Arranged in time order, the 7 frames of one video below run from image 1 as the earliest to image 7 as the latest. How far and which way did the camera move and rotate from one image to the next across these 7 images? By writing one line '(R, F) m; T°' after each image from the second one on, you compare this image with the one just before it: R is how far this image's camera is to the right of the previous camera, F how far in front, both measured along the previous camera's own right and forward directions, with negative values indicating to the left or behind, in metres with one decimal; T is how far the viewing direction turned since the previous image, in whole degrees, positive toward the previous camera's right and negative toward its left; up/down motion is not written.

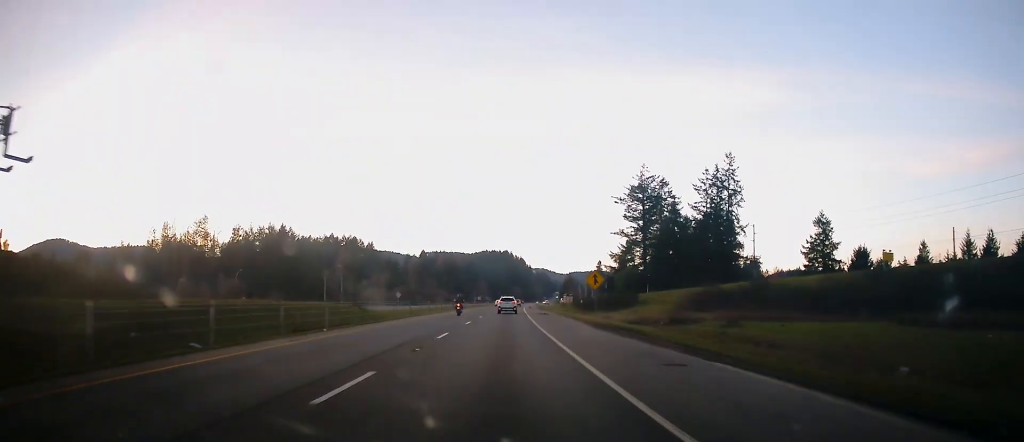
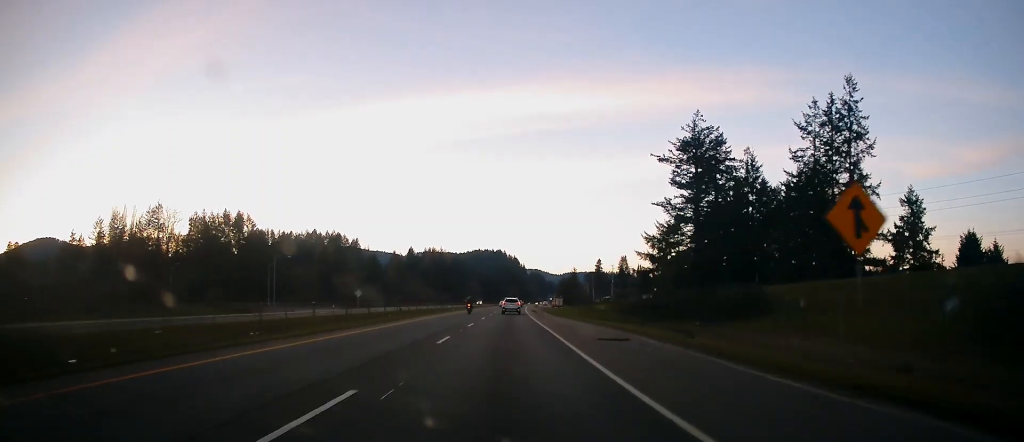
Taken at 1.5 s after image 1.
(+0.1, +38.4) m; 0°
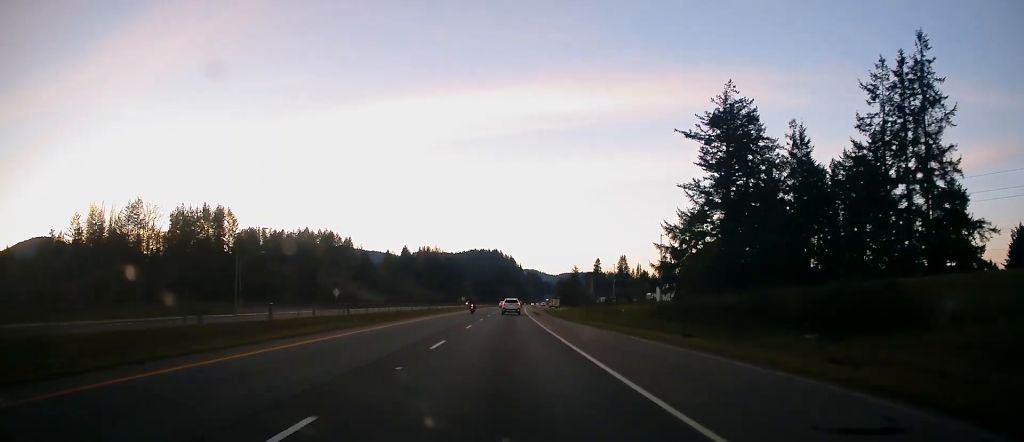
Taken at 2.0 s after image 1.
(0.0, +14.1) m; 0°
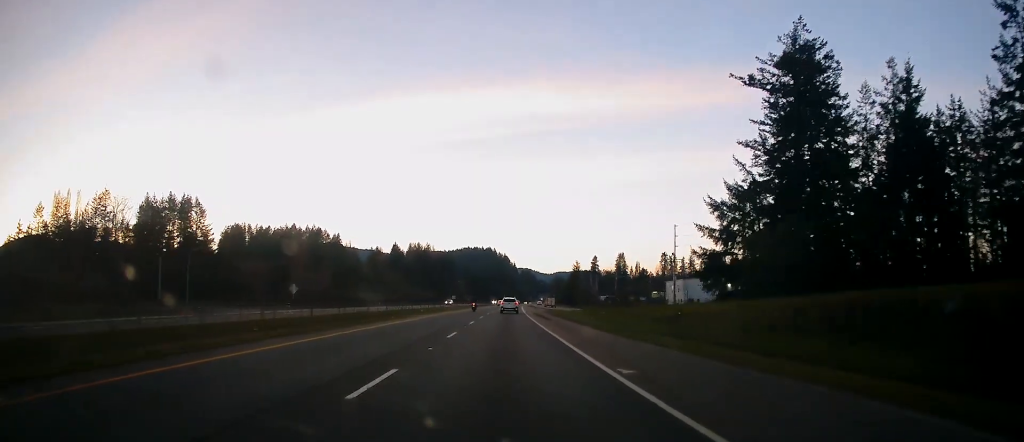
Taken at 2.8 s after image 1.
(-0.1, +20.4) m; +1°
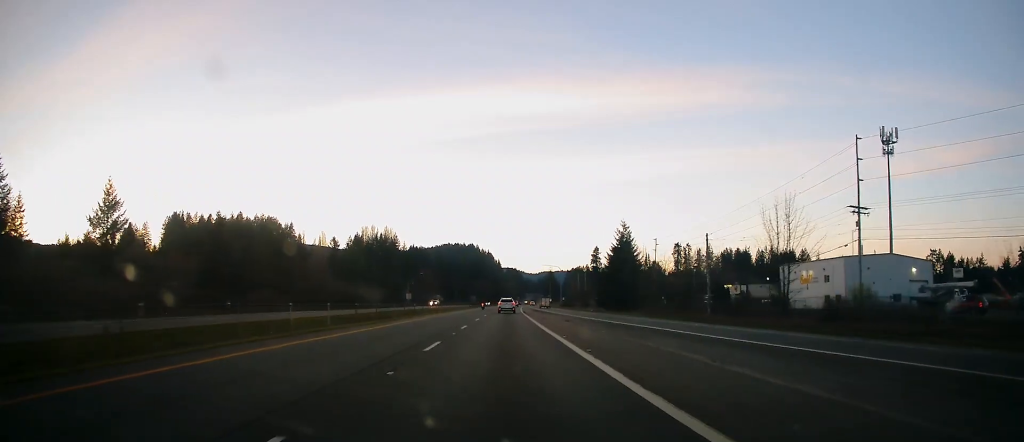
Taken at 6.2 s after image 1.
(+2.9, +91.4) m; +3°
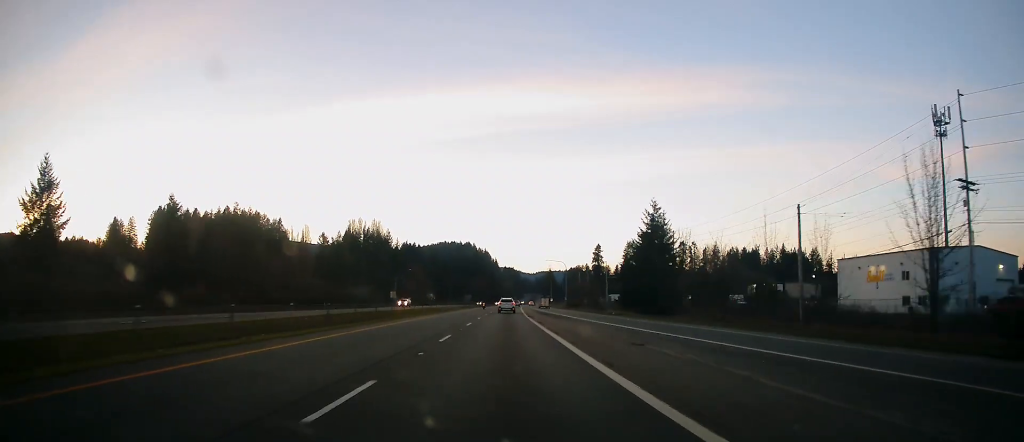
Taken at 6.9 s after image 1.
(0.0, +20.7) m; 0°
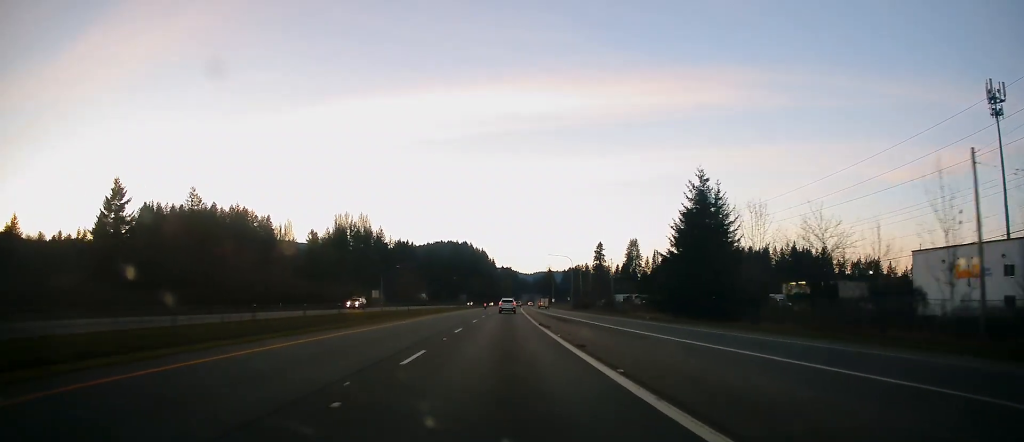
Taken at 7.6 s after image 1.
(0.0, +18.8) m; 0°
